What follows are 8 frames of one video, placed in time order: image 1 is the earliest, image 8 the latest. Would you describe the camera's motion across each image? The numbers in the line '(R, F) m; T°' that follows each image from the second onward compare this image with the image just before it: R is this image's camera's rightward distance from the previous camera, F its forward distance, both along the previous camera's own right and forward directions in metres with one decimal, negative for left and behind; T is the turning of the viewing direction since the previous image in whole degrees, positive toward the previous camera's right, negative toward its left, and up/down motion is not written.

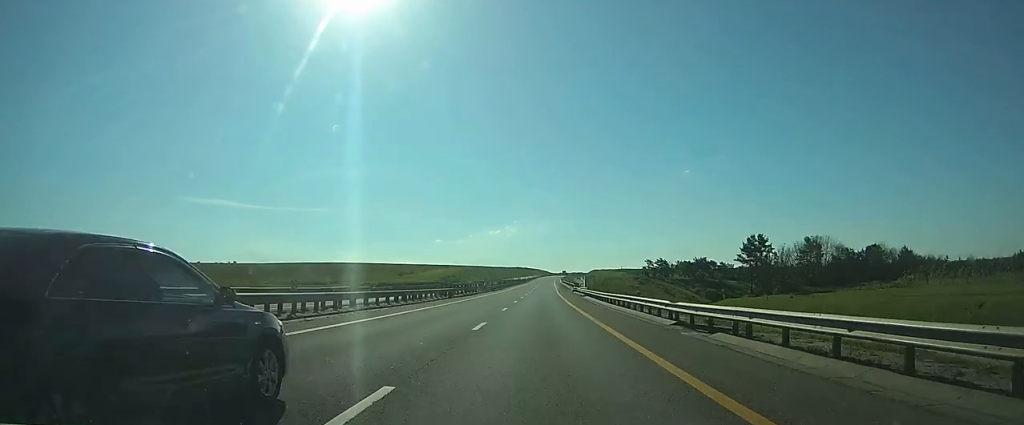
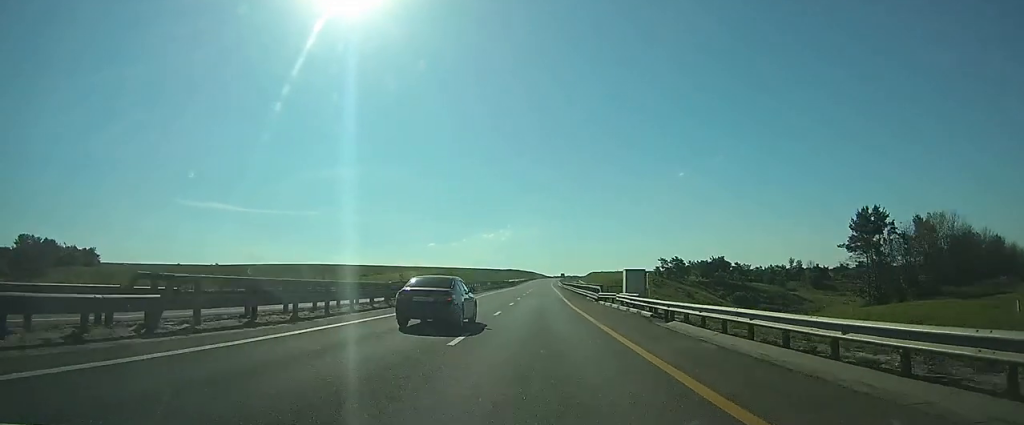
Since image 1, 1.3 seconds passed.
(+0.3, +39.5) m; +1°
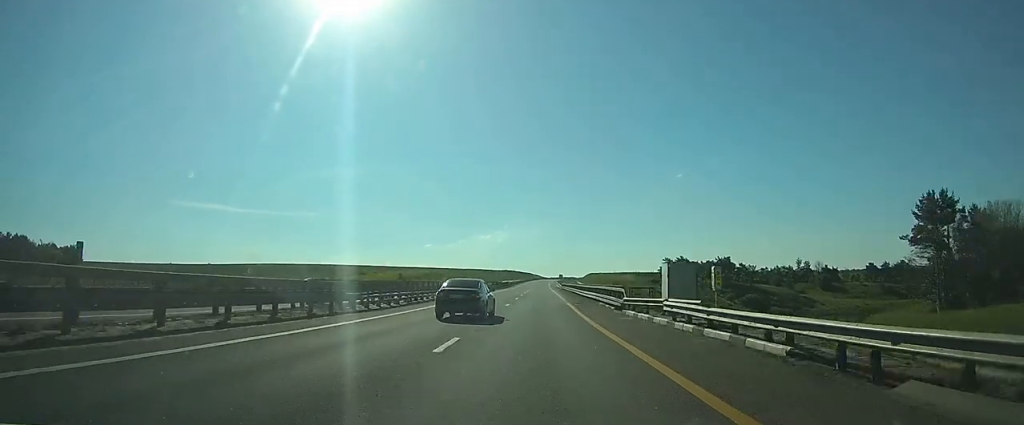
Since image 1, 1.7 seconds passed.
(0.0, +13.1) m; 0°
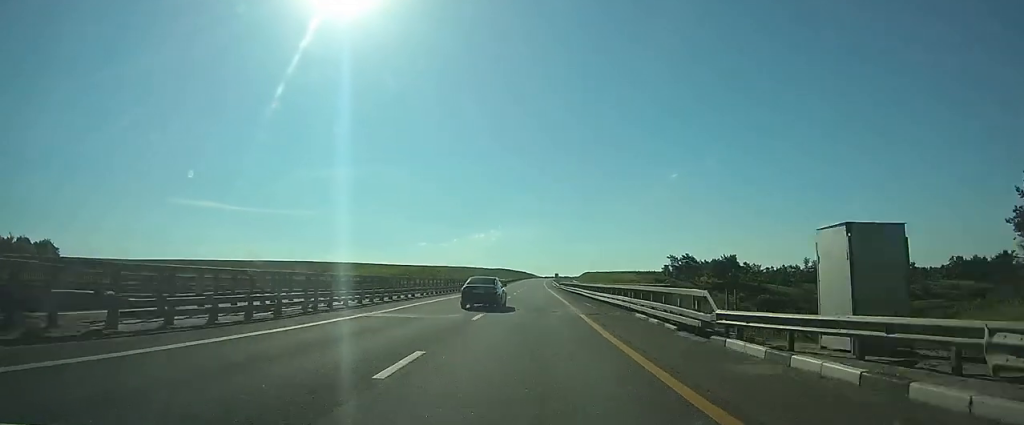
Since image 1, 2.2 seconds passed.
(0.0, +15.1) m; 0°
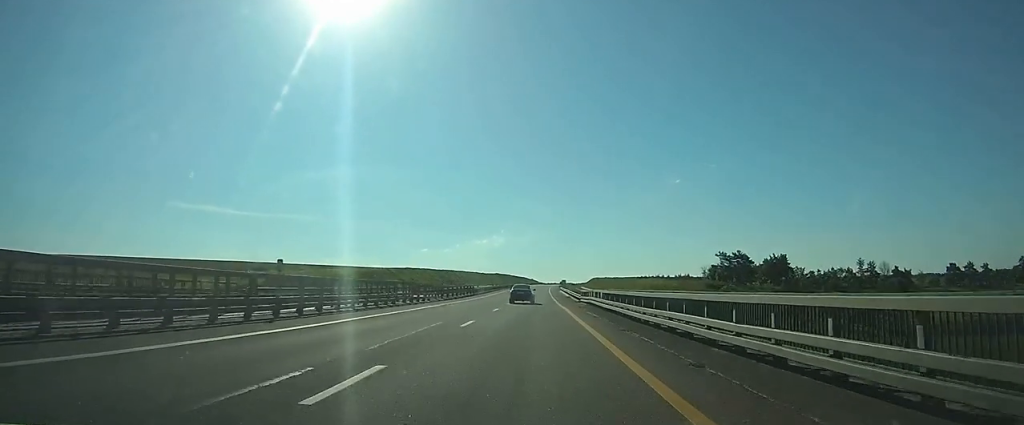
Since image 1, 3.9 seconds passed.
(+0.2, +49.2) m; +1°
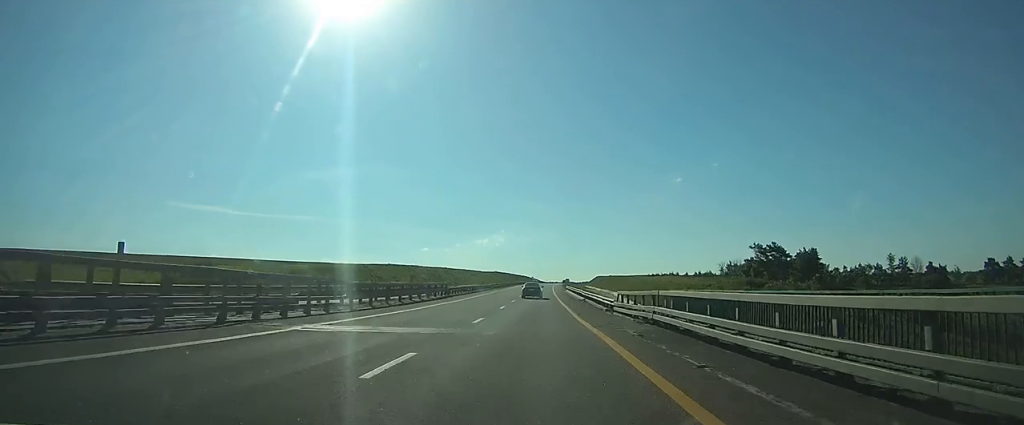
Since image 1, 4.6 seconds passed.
(+0.1, +21.9) m; 0°
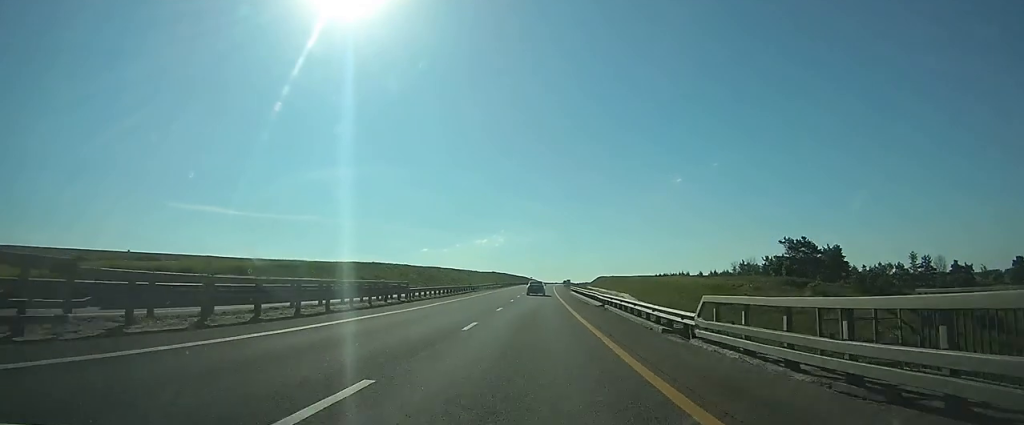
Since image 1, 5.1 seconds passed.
(0.0, +14.9) m; 0°
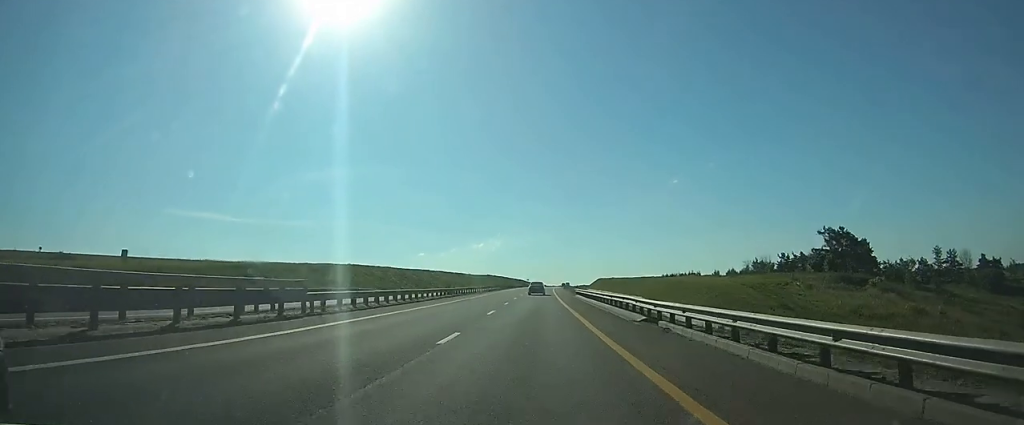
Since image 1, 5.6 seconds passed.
(-0.1, +15.8) m; 0°
